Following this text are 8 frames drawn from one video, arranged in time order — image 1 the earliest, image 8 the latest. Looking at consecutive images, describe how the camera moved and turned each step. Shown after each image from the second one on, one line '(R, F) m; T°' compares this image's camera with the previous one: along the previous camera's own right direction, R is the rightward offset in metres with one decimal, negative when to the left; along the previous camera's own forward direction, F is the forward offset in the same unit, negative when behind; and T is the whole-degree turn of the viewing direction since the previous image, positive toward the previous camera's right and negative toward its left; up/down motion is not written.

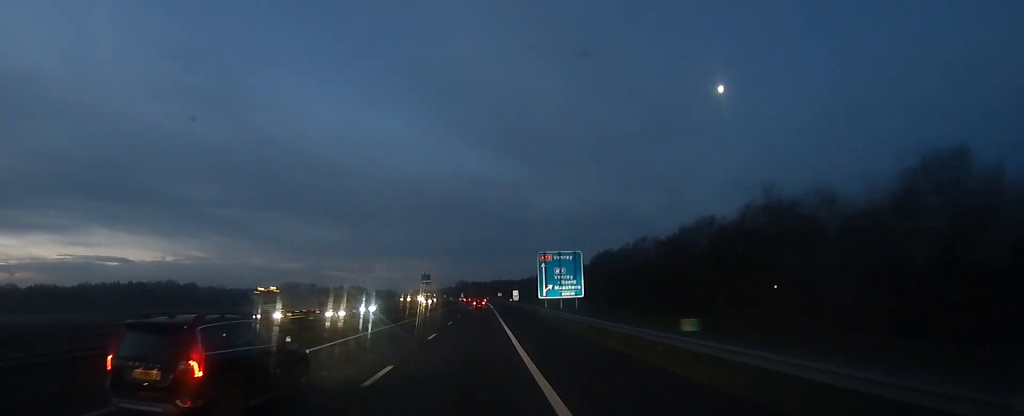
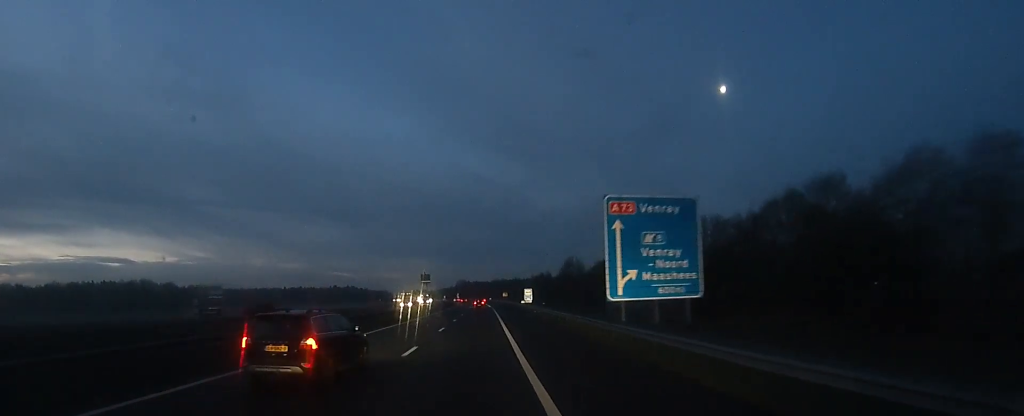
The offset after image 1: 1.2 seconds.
(-0.1, +31.2) m; +1°
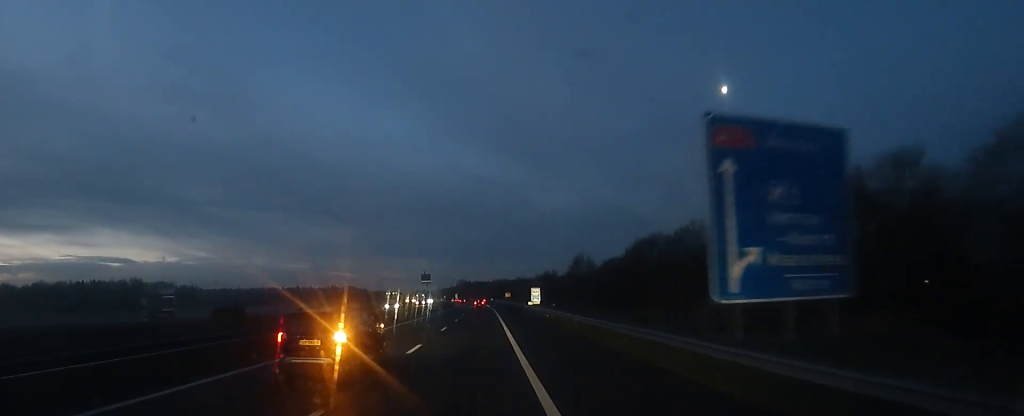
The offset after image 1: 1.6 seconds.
(+0.3, +11.3) m; 0°
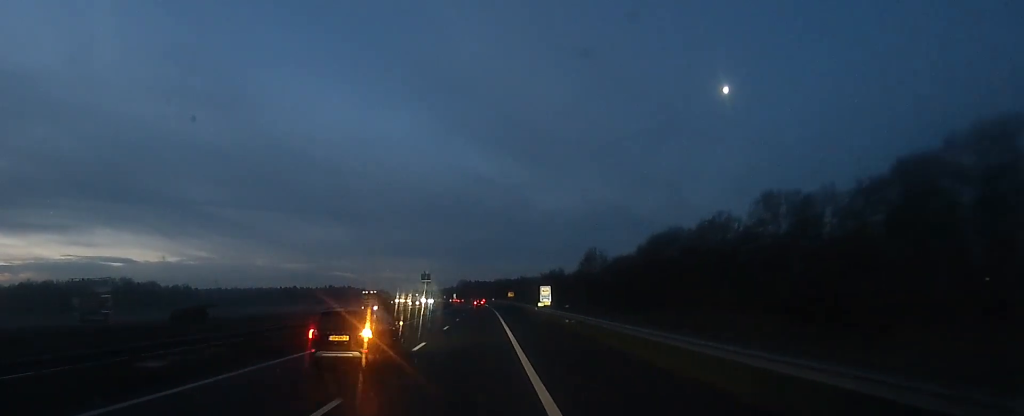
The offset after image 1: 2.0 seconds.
(-0.1, +11.4) m; -1°
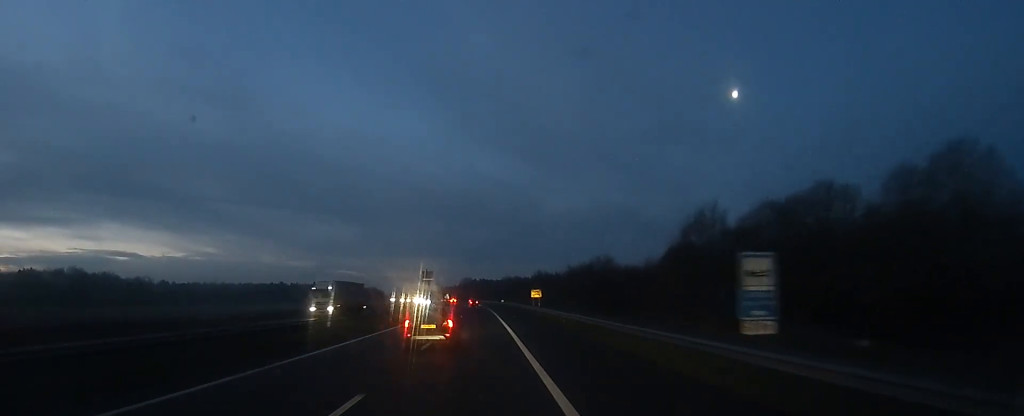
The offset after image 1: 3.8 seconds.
(-1.3, +47.8) m; -2°
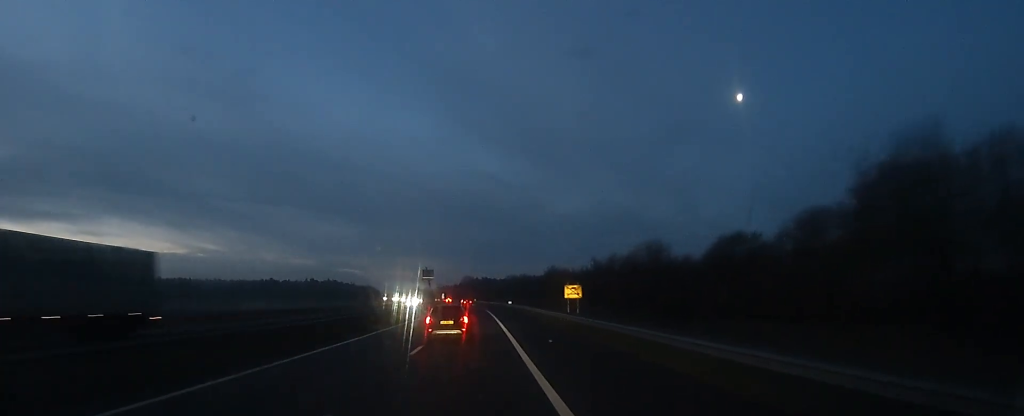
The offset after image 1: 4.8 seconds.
(+0.1, +25.7) m; +2°
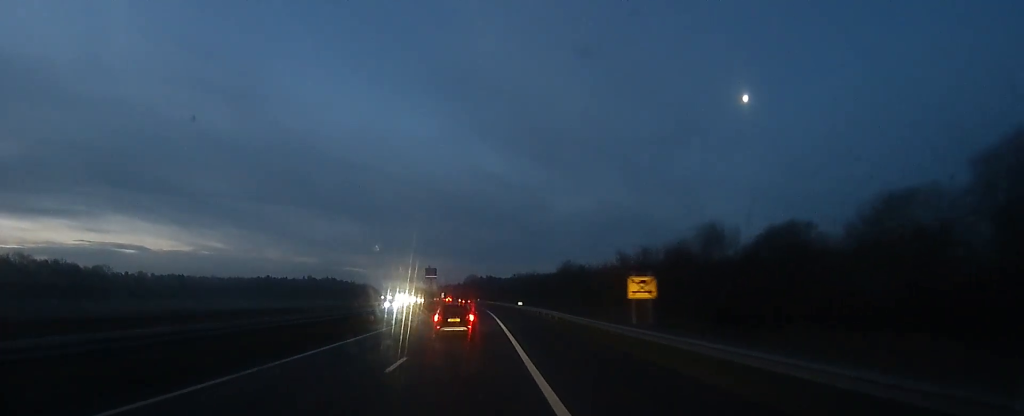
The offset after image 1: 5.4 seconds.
(+0.6, +15.9) m; 0°
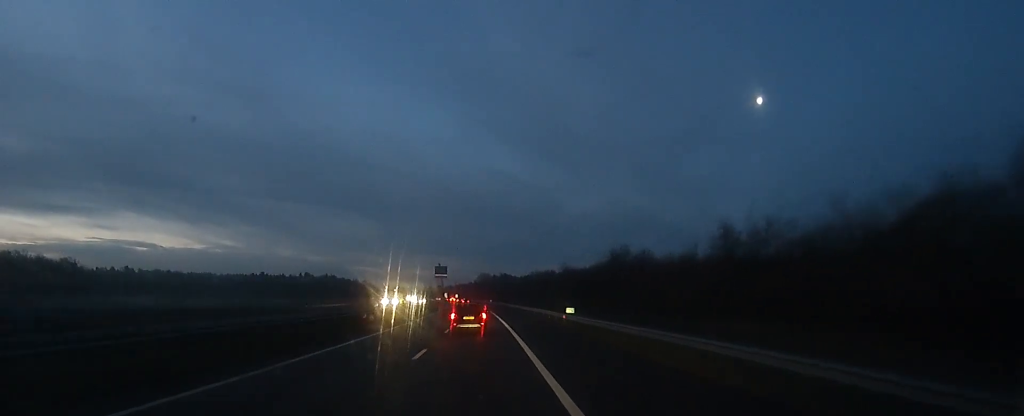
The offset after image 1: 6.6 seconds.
(-1.0, +33.3) m; -2°
